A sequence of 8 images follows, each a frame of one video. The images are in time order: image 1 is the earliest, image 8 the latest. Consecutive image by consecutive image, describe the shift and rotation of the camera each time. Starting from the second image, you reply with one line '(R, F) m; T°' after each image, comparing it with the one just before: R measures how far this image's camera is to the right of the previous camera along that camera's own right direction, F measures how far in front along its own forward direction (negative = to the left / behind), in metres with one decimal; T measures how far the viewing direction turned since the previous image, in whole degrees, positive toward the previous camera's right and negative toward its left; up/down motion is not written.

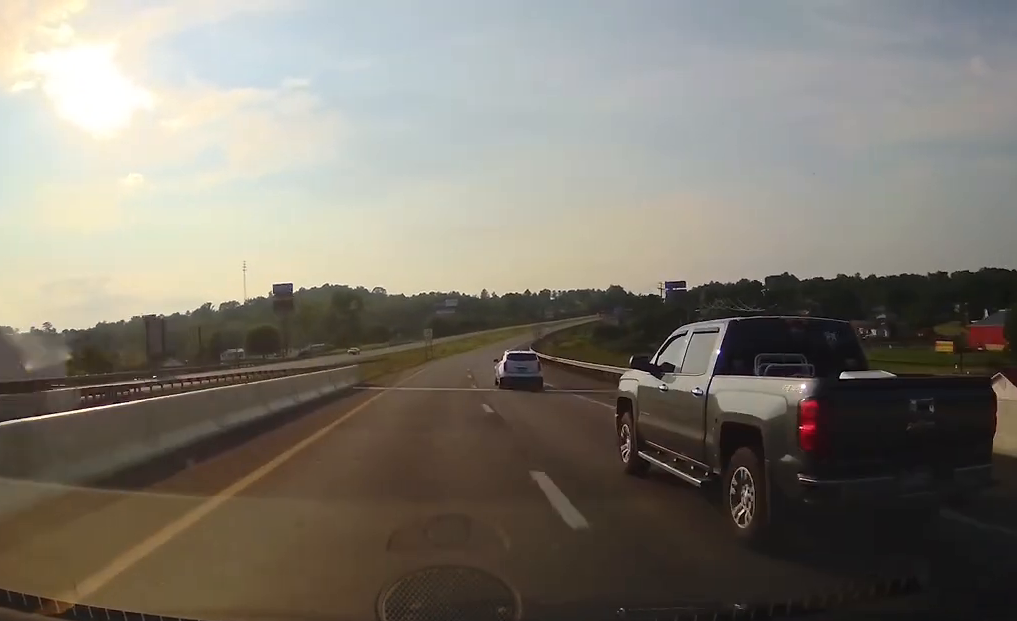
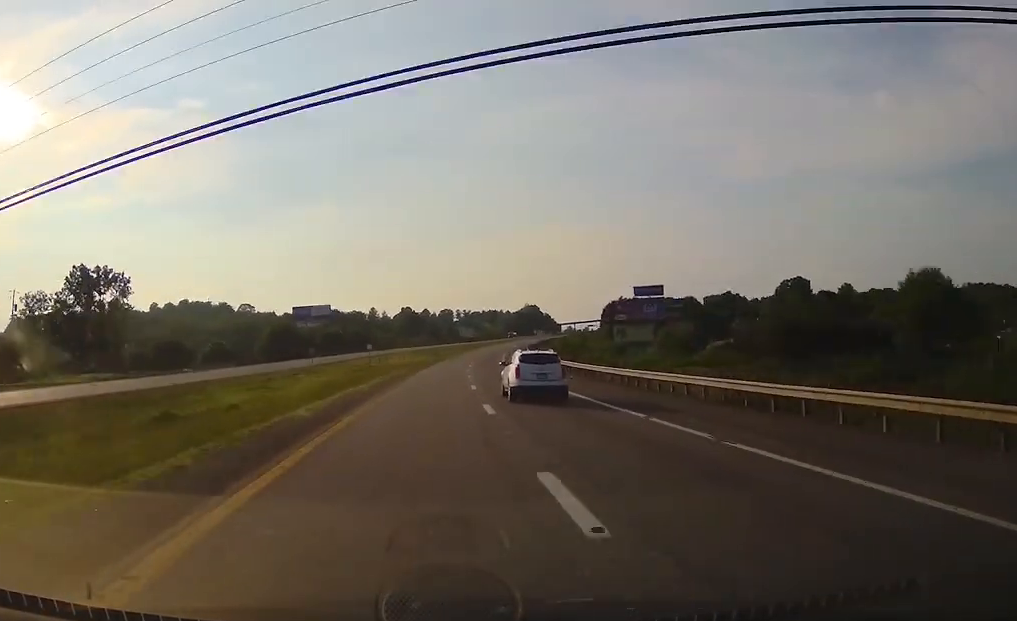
(+10.1, +151.8) m; +9°
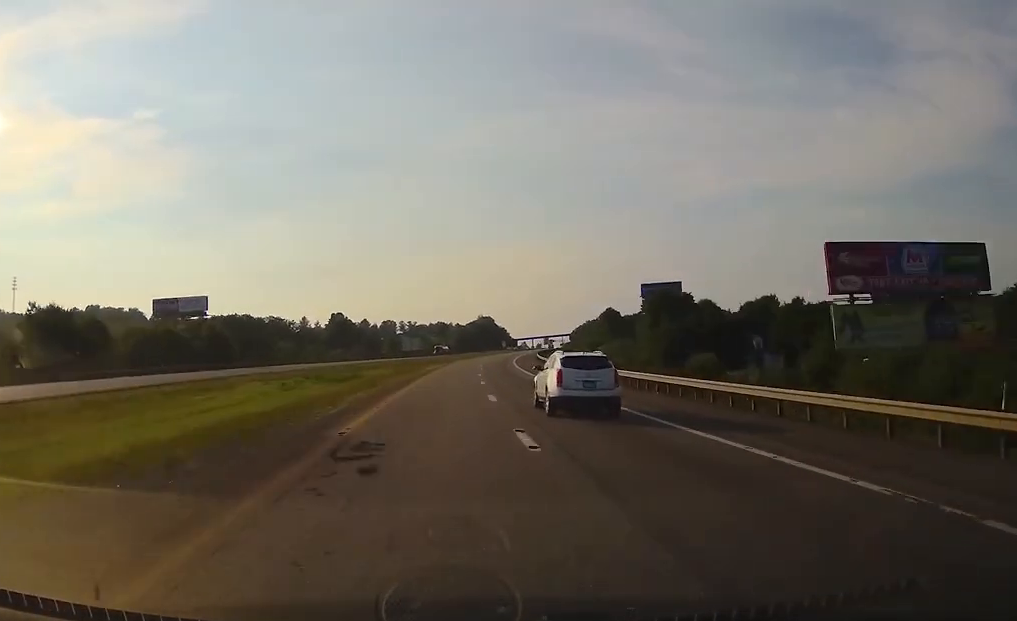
(+6.1, +92.5) m; +5°
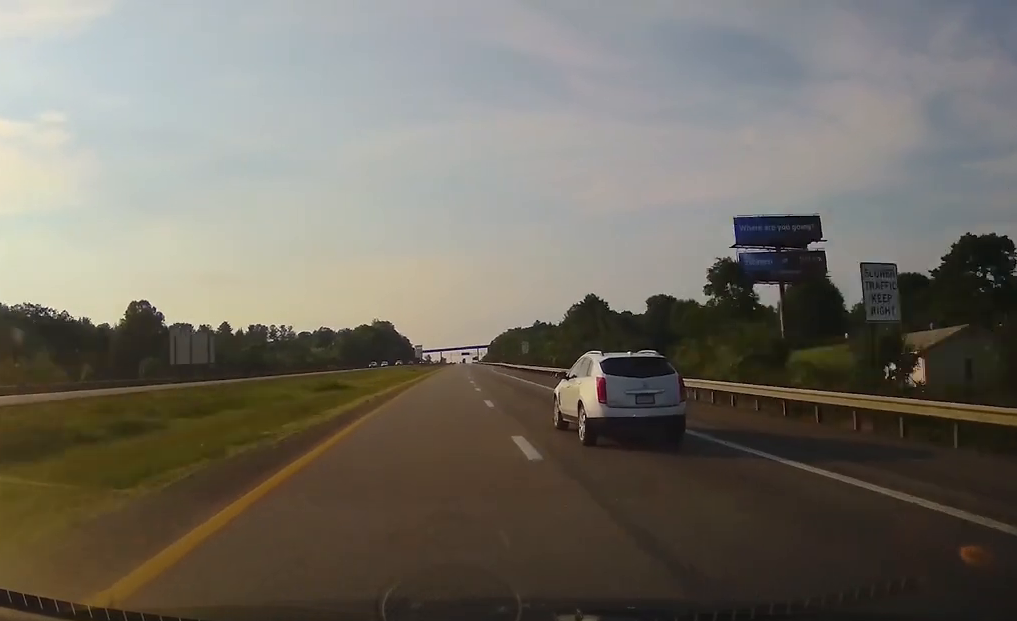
(+10.9, +149.3) m; +6°
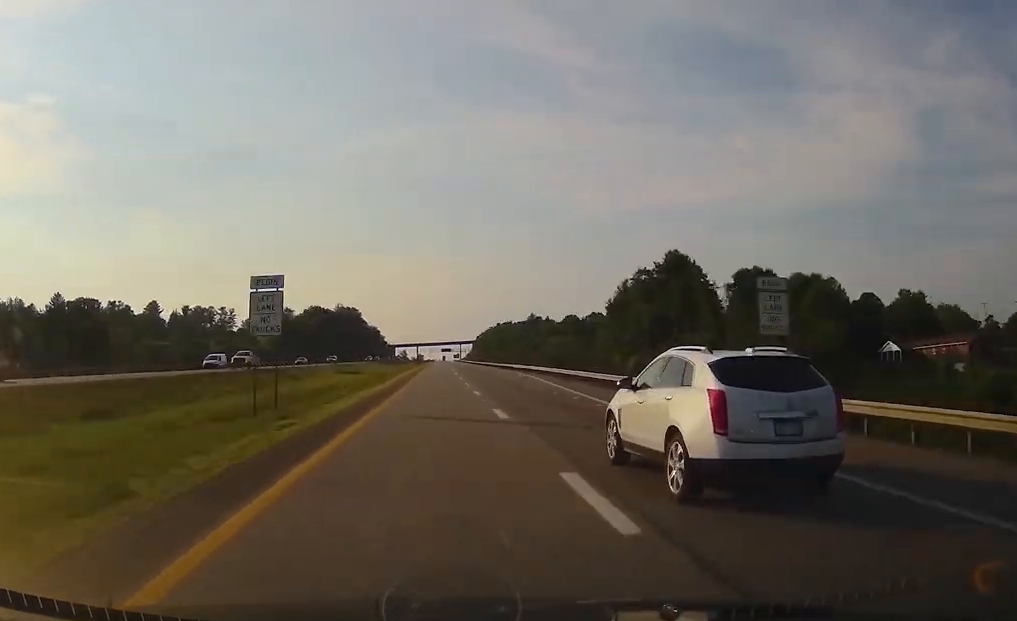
(+2.1, +89.9) m; +1°
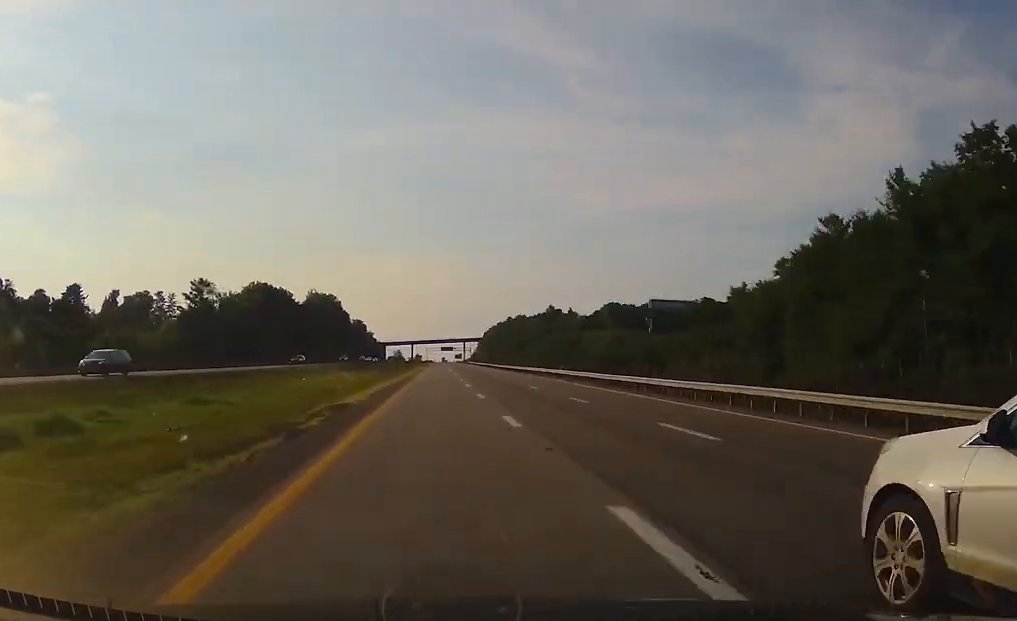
(-0.4, +86.4) m; 0°
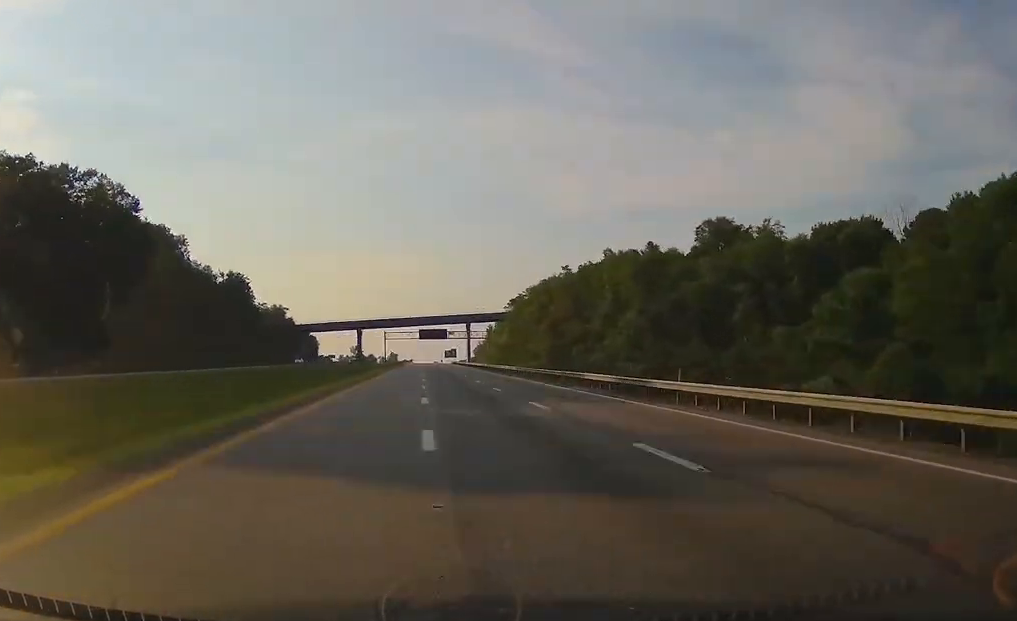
(+0.6, +215.6) m; 0°
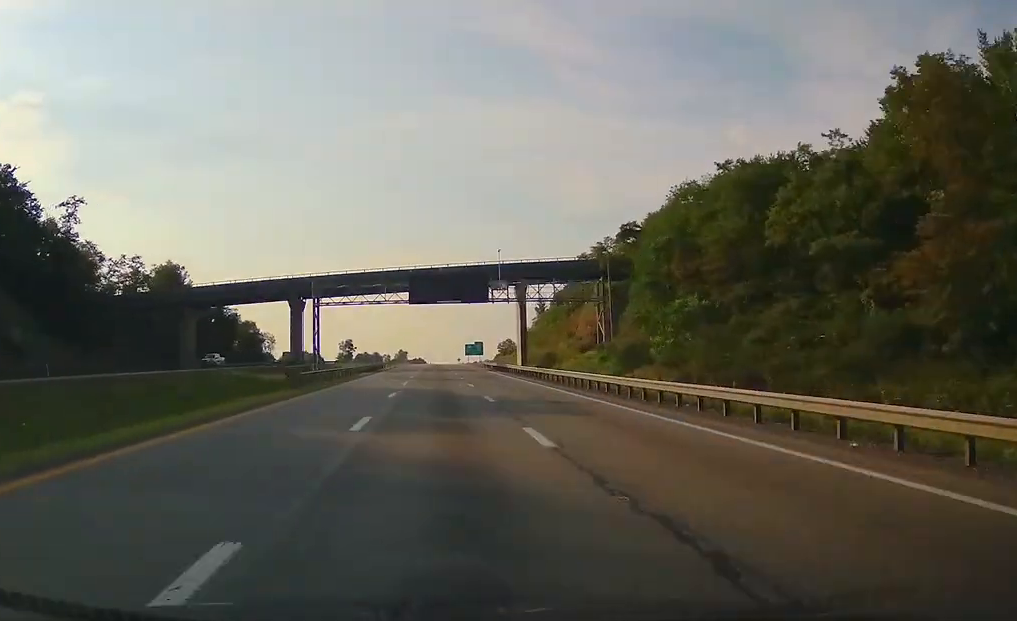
(+0.1, +103.7) m; 0°
